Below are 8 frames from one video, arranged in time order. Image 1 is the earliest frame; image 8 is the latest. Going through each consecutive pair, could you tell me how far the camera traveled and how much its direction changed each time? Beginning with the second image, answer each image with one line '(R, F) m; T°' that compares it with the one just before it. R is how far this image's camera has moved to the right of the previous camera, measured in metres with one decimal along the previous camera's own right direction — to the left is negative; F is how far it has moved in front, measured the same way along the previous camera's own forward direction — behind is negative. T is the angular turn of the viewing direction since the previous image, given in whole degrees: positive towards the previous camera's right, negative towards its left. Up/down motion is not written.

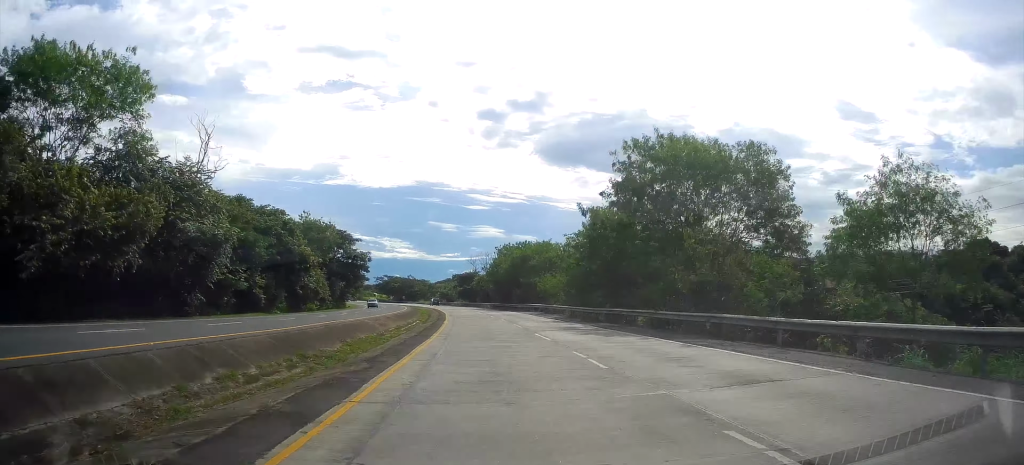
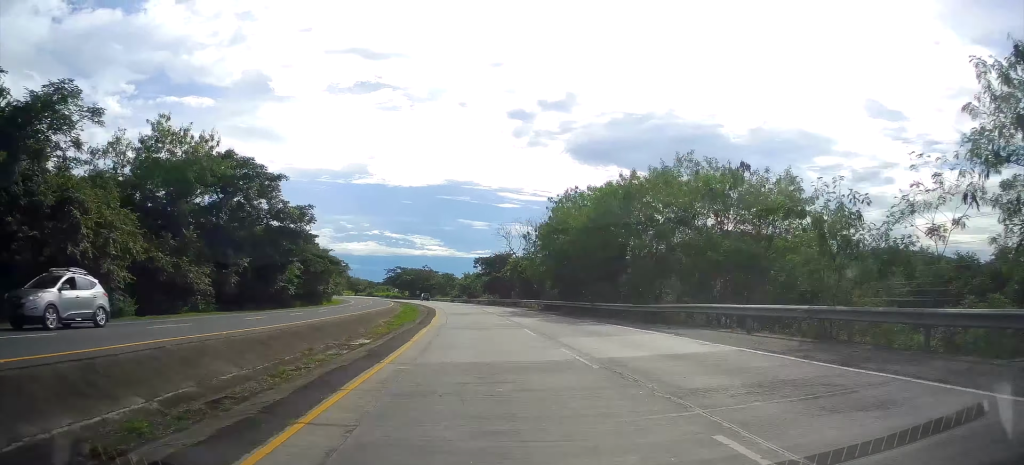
(-0.8, +44.9) m; -3°
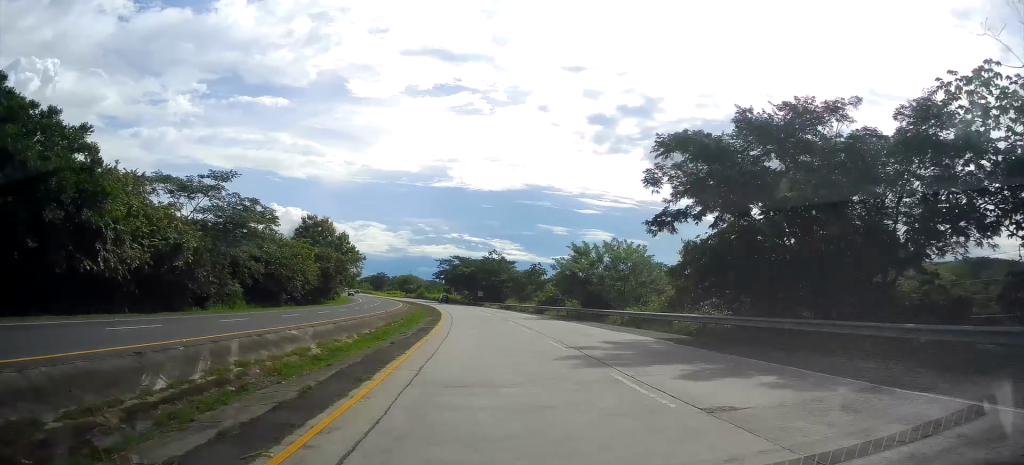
(-3.1, +70.2) m; -6°
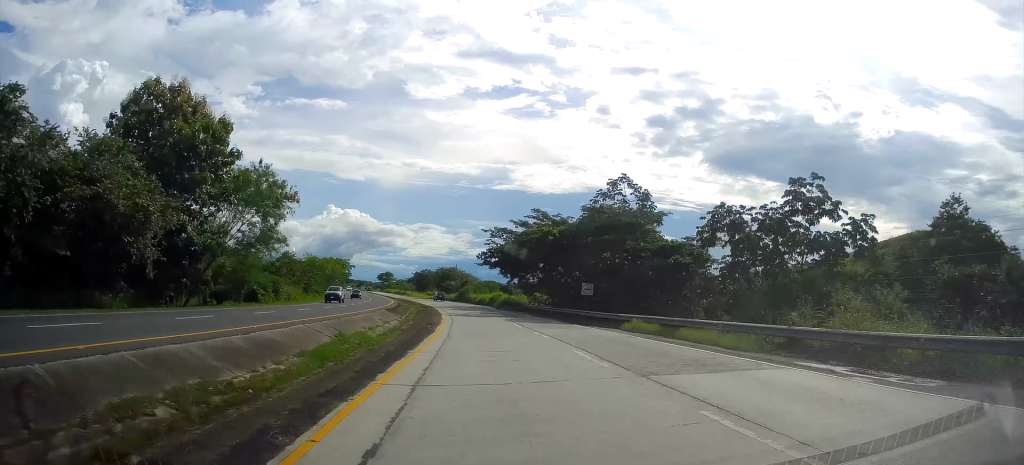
(-4.9, +69.7) m; -7°
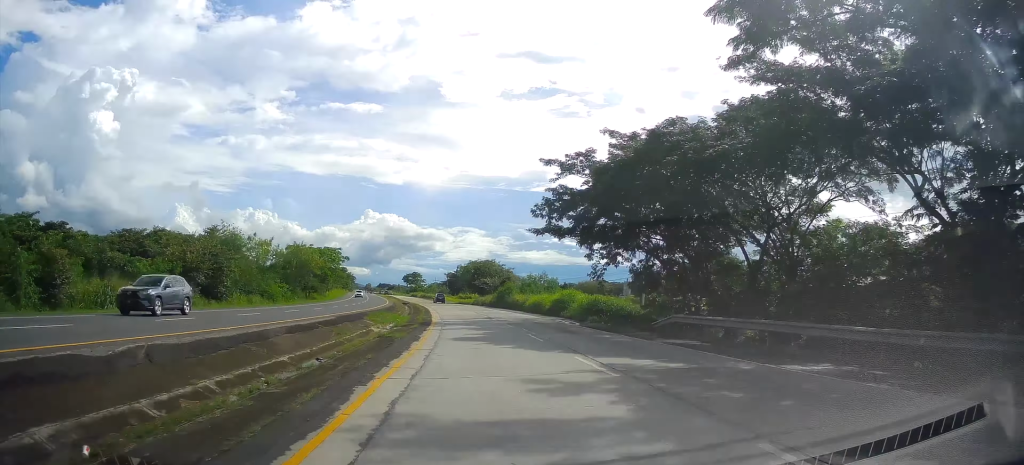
(-1.0, +42.3) m; -3°
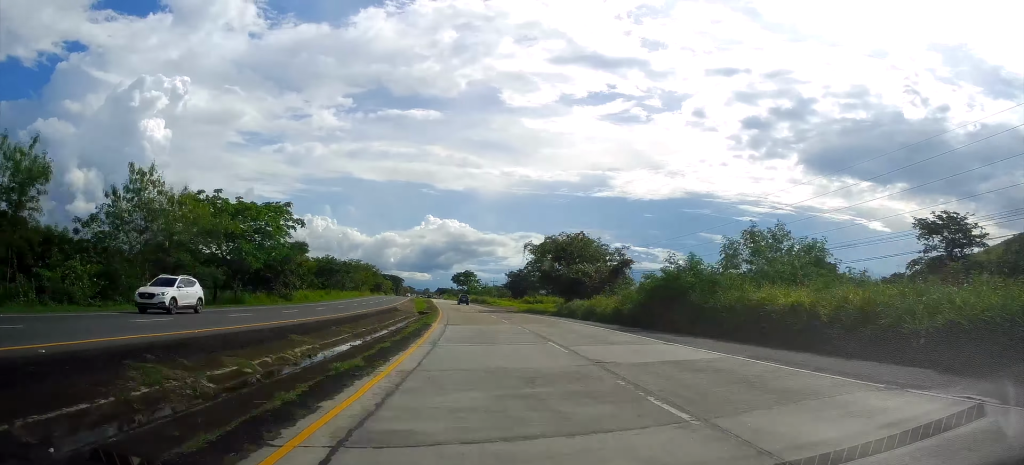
(-2.0, +52.7) m; -5°
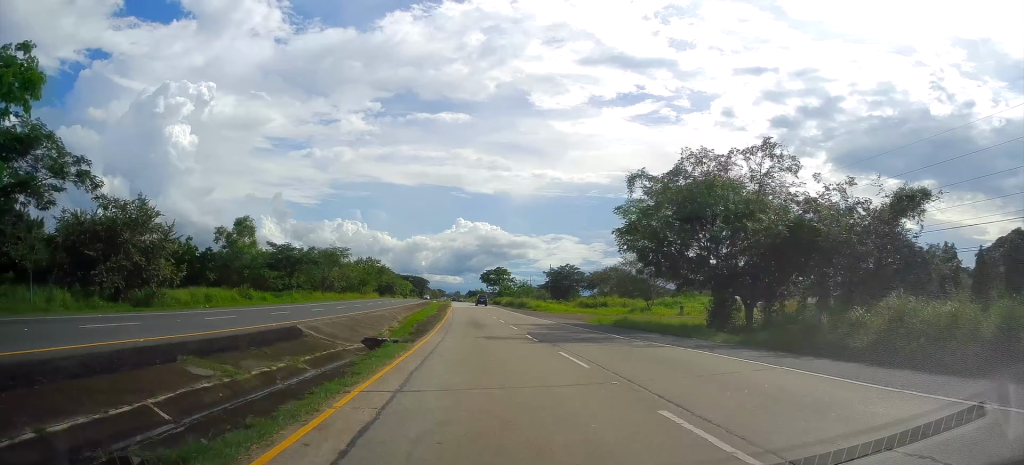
(-1.6, +35.6) m; -3°
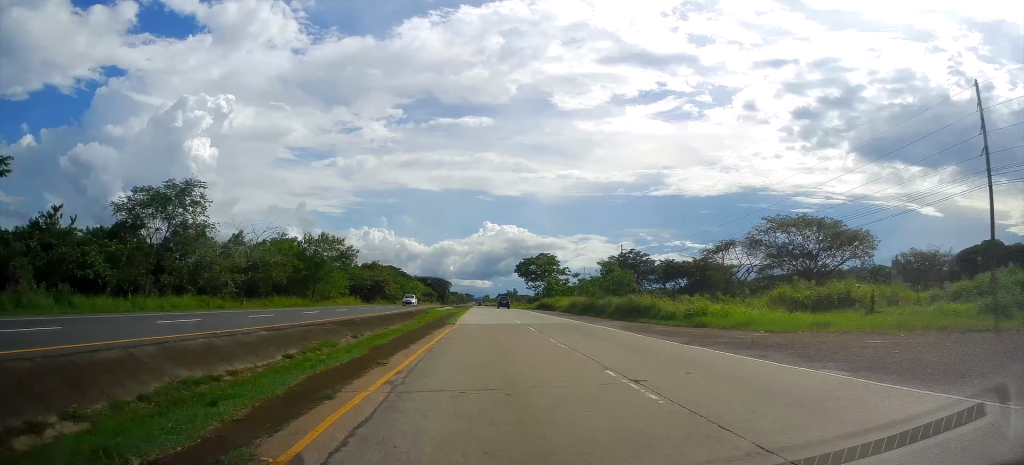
(-1.9, +54.4) m; -3°
